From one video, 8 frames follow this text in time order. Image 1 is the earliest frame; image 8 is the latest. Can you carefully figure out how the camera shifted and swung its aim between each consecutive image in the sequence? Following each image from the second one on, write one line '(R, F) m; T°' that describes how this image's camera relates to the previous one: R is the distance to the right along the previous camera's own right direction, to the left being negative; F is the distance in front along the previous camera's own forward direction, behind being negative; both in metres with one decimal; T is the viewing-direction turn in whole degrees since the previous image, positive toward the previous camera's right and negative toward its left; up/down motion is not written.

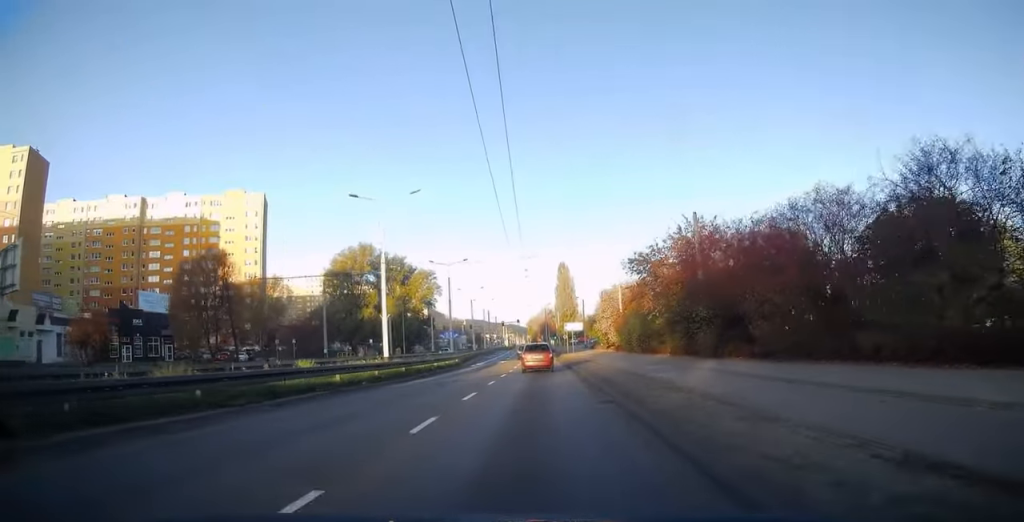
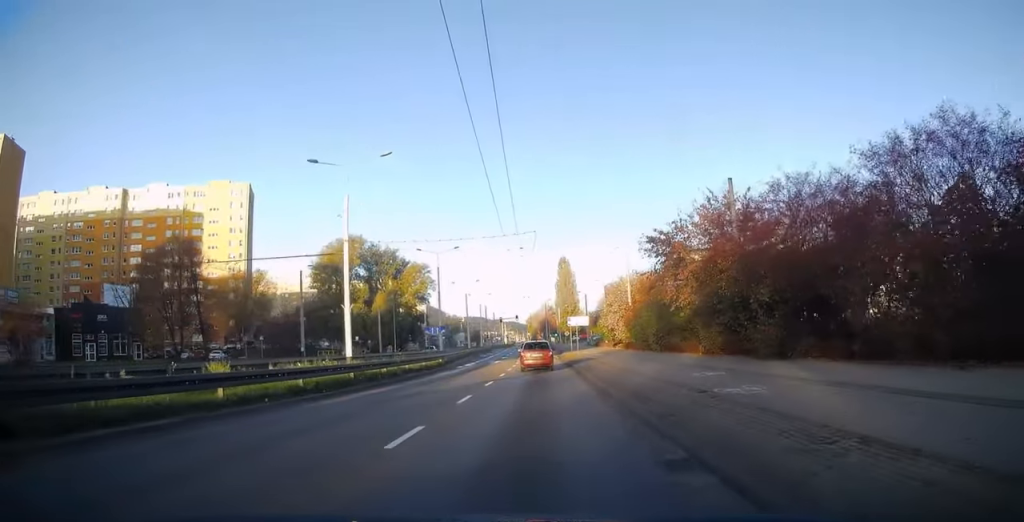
(-0.1, +7.6) m; 0°
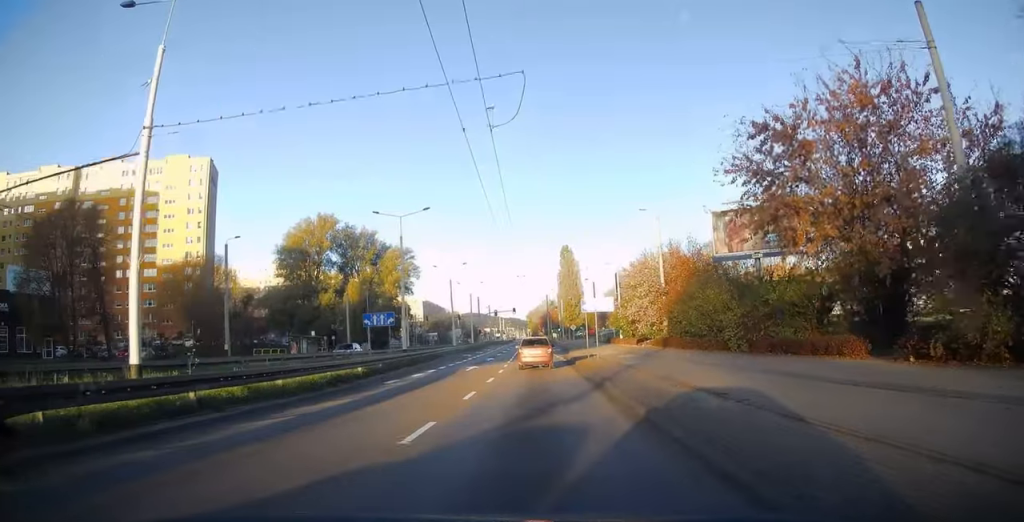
(+0.2, +17.9) m; 0°
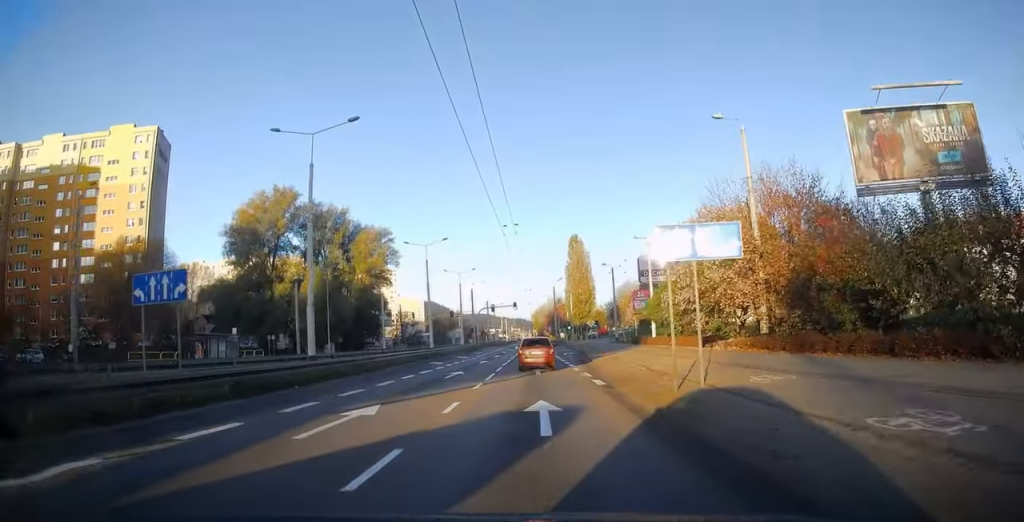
(-0.3, +20.7) m; -1°
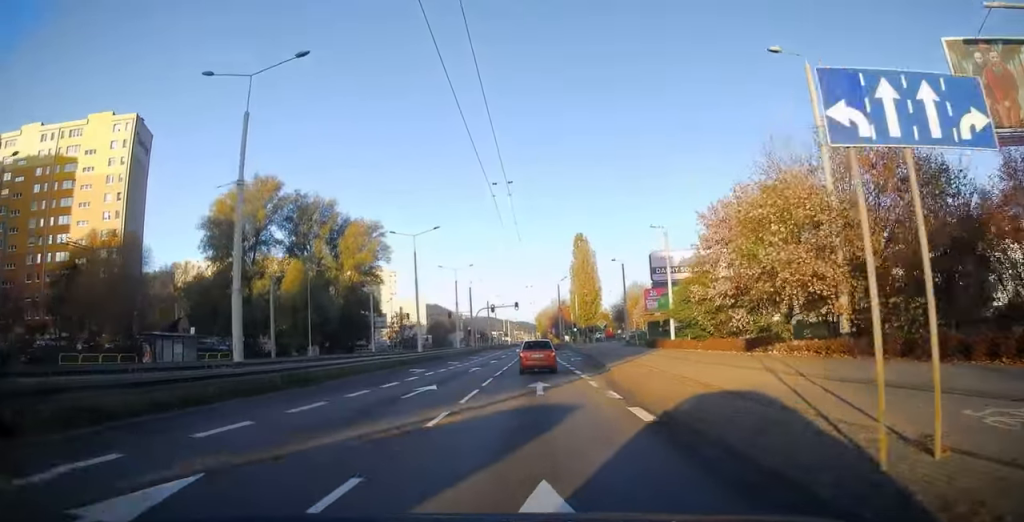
(0.0, +7.6) m; 0°
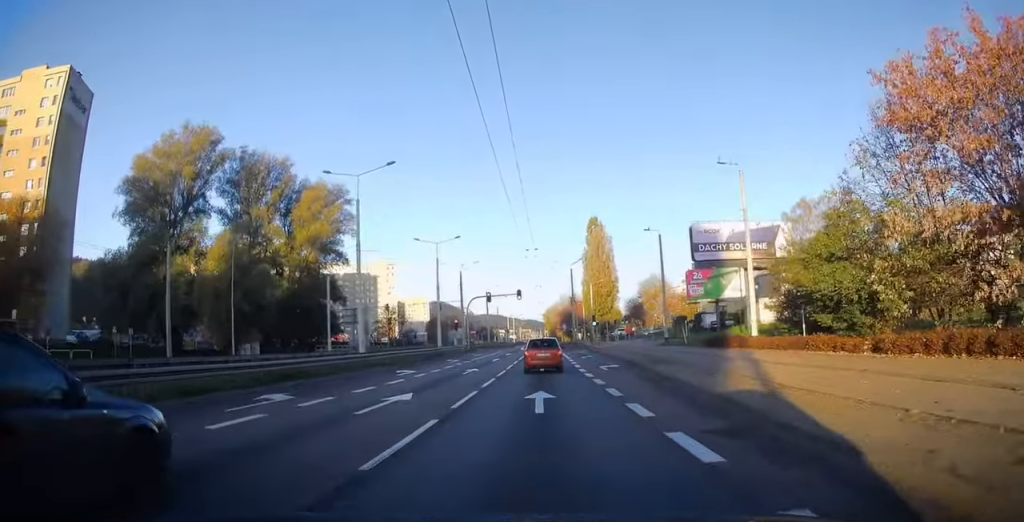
(0.0, +19.9) m; -1°
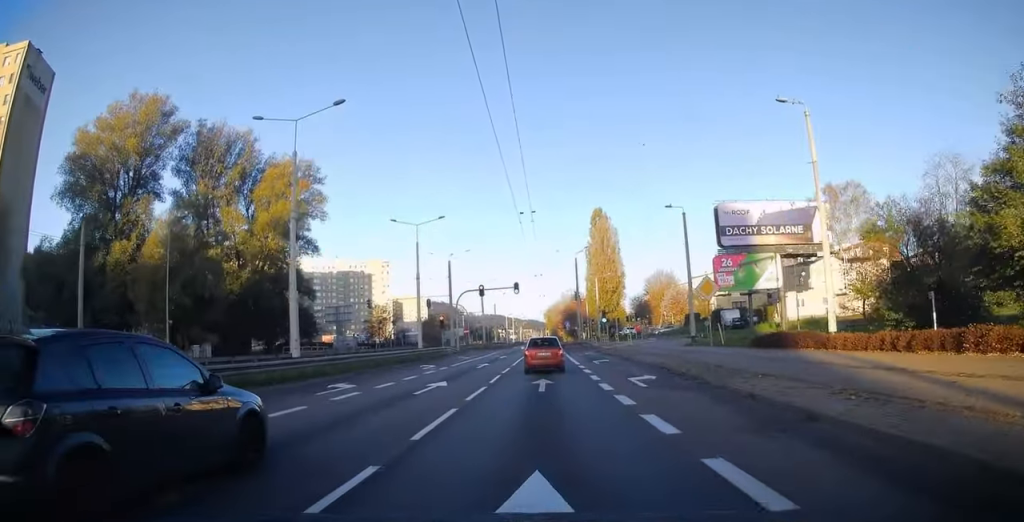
(-0.1, +9.9) m; -1°
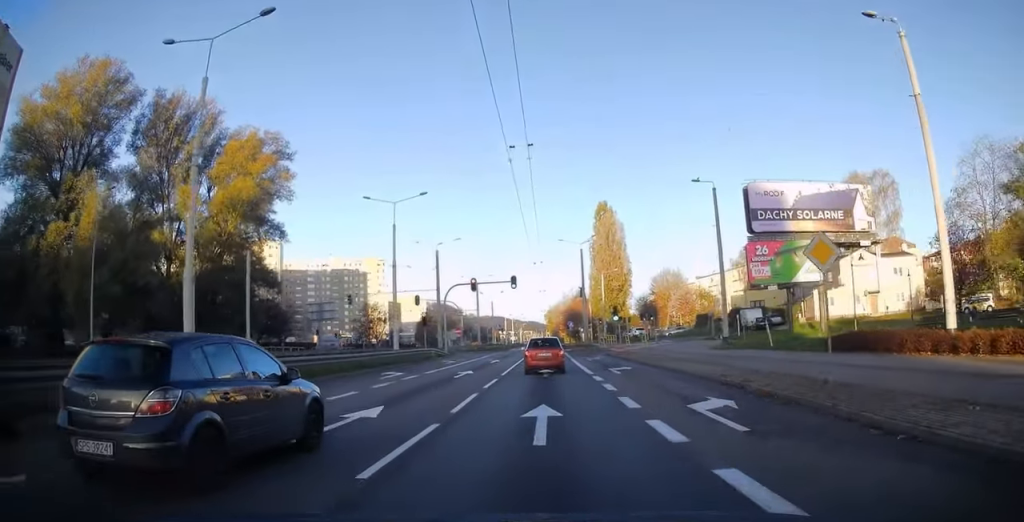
(-0.2, +8.4) m; 0°
